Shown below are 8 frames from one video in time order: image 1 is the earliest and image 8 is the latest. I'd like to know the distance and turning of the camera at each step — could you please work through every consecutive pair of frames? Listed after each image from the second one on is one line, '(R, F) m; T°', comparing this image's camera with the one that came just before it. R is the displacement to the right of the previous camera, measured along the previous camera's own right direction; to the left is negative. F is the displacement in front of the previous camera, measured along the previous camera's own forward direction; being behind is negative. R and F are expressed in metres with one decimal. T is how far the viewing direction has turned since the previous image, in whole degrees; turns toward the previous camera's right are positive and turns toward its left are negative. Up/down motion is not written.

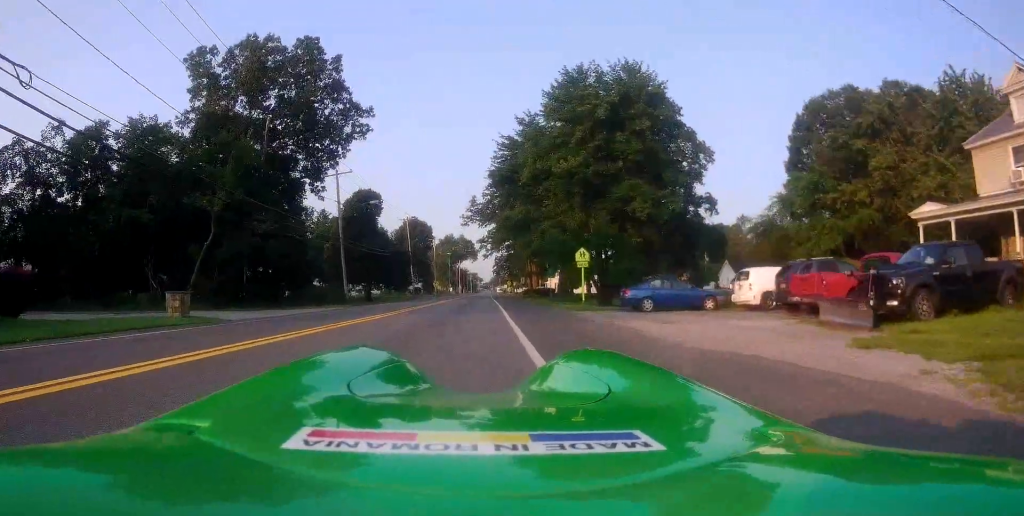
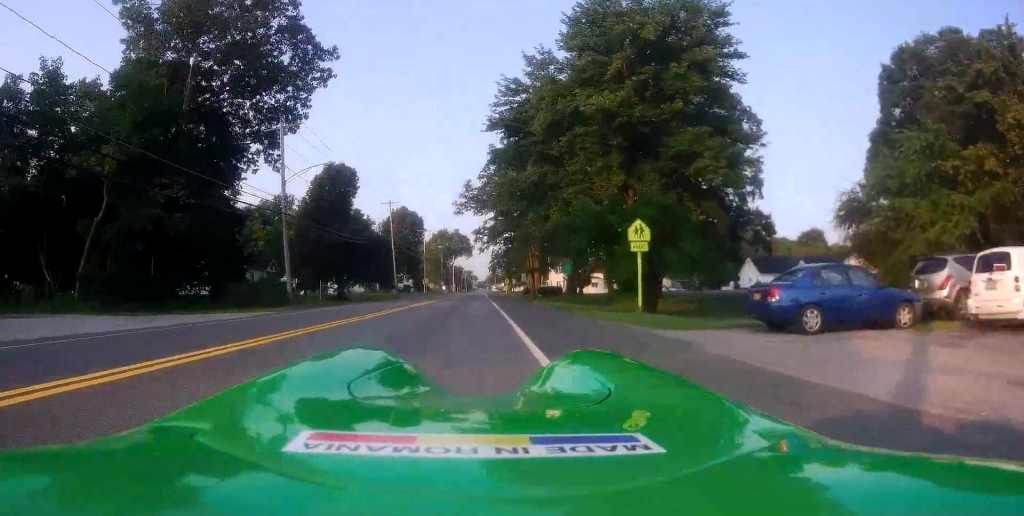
(-0.9, +12.2) m; -1°
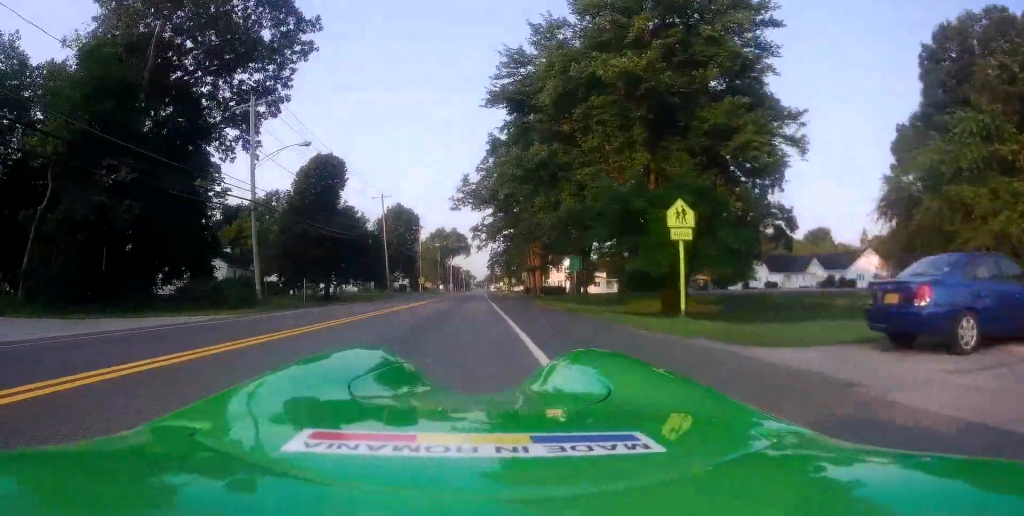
(+0.4, +4.3) m; +2°
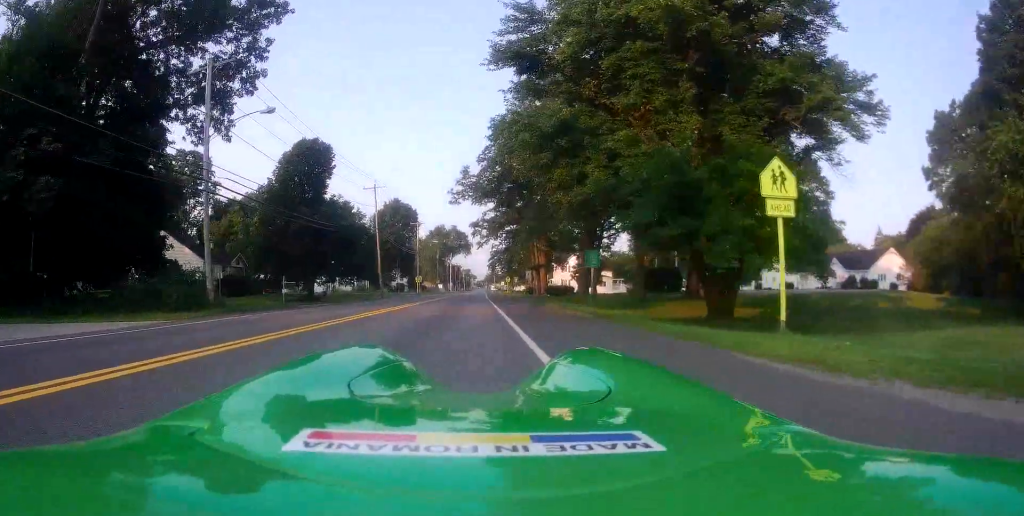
(+0.3, +5.5) m; +2°
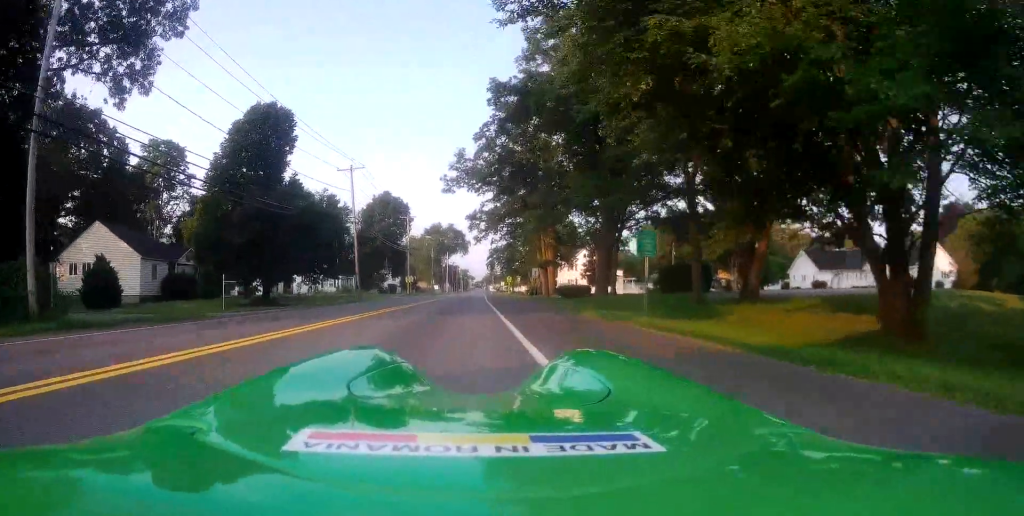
(-0.2, +10.4) m; -1°
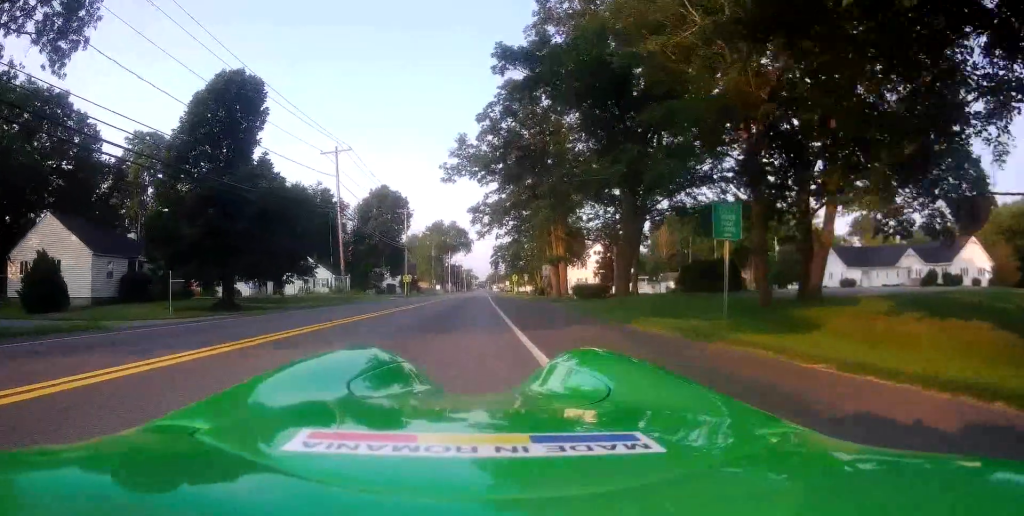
(+0.3, +6.8) m; -2°
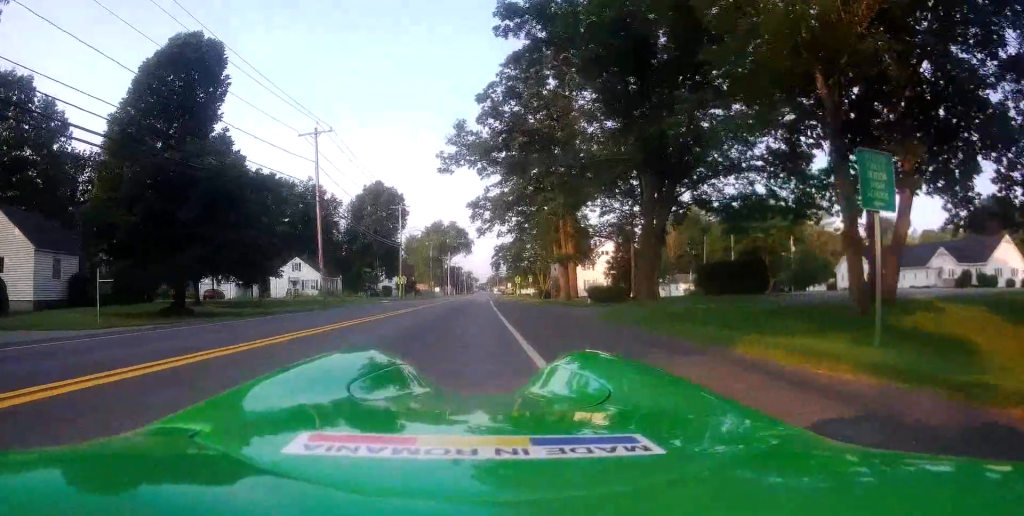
(-0.4, +6.1) m; -2°
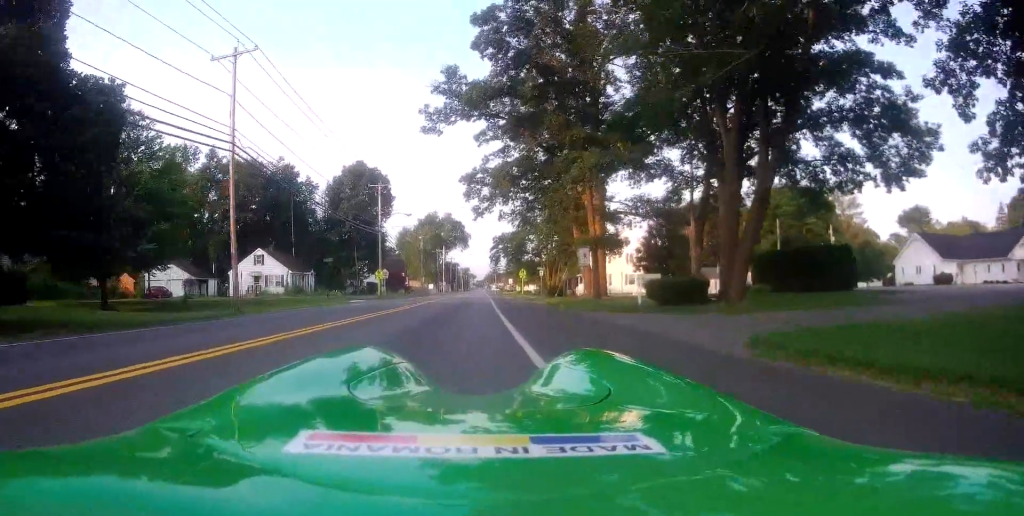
(0.0, +13.9) m; +4°
